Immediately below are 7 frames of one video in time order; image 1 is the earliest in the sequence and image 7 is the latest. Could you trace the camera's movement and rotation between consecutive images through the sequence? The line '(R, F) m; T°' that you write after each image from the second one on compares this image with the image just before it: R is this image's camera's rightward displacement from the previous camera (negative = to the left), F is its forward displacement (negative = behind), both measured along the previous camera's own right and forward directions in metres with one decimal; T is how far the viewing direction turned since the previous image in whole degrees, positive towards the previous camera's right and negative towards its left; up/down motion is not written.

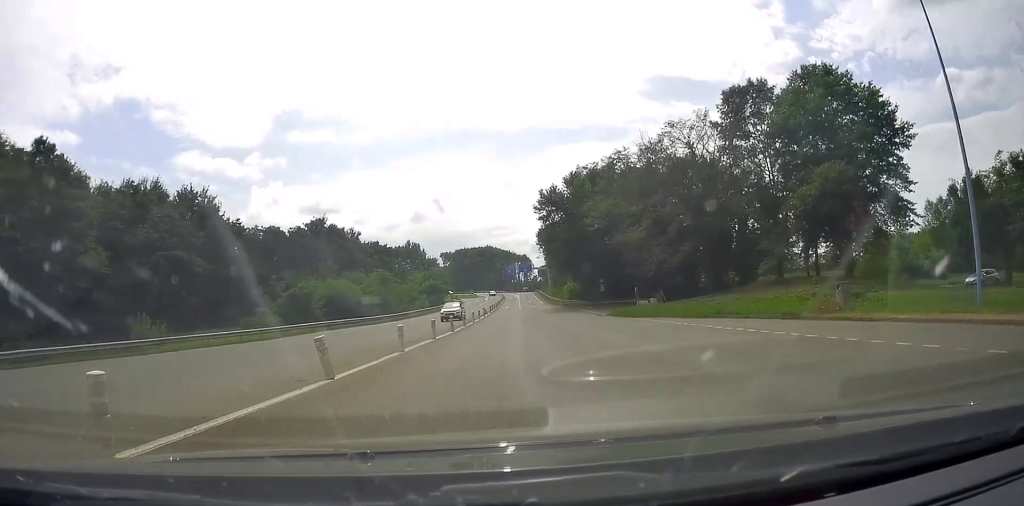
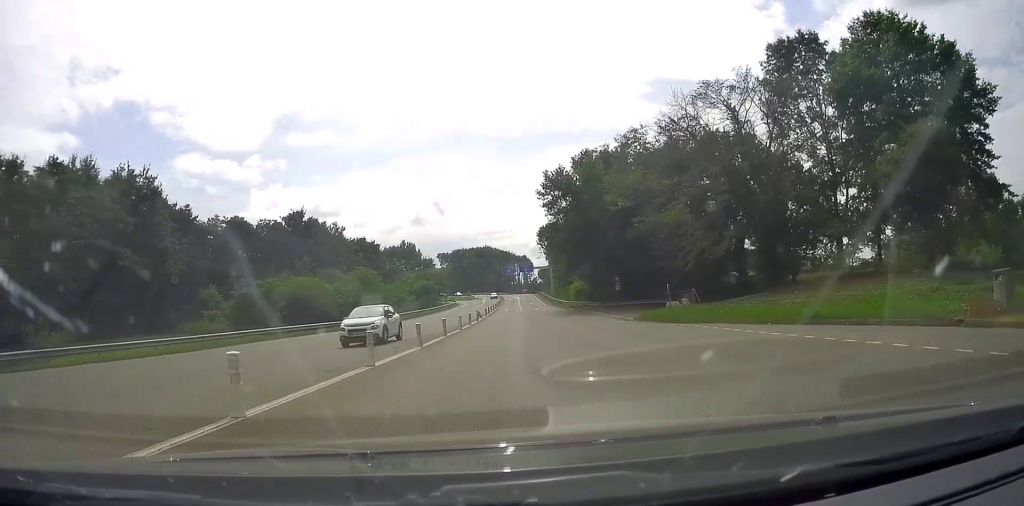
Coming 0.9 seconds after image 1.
(+0.1, +8.8) m; +1°
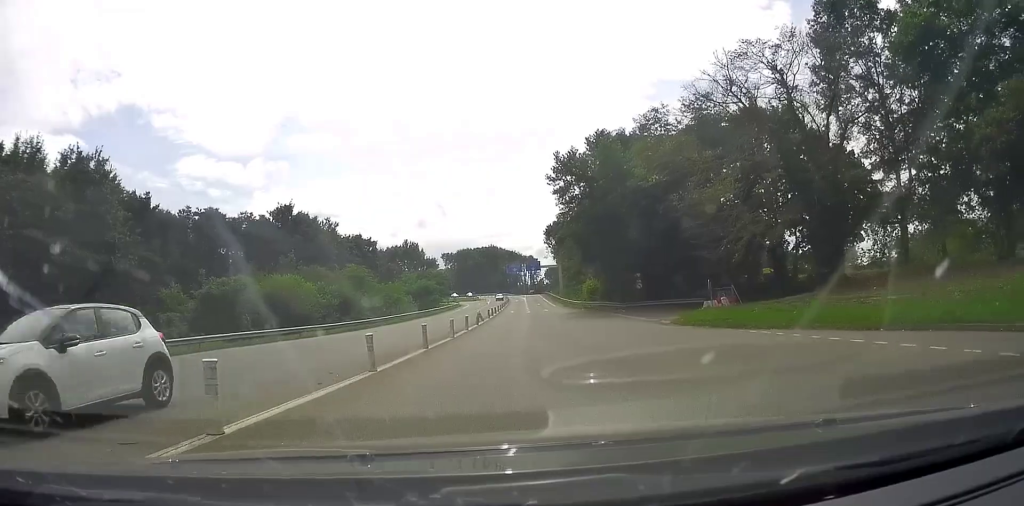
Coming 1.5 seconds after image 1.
(0.0, +6.2) m; 0°
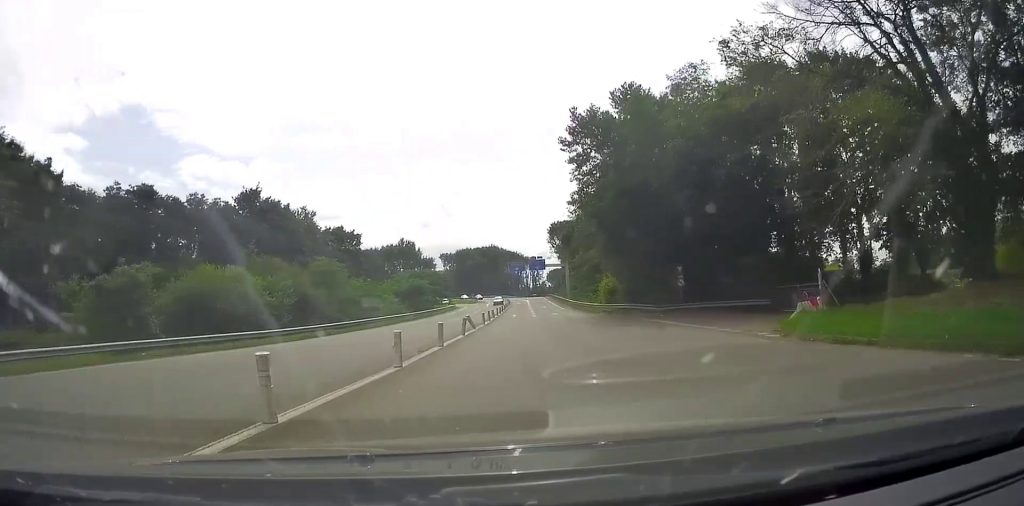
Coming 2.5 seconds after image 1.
(+0.1, +11.0) m; +1°
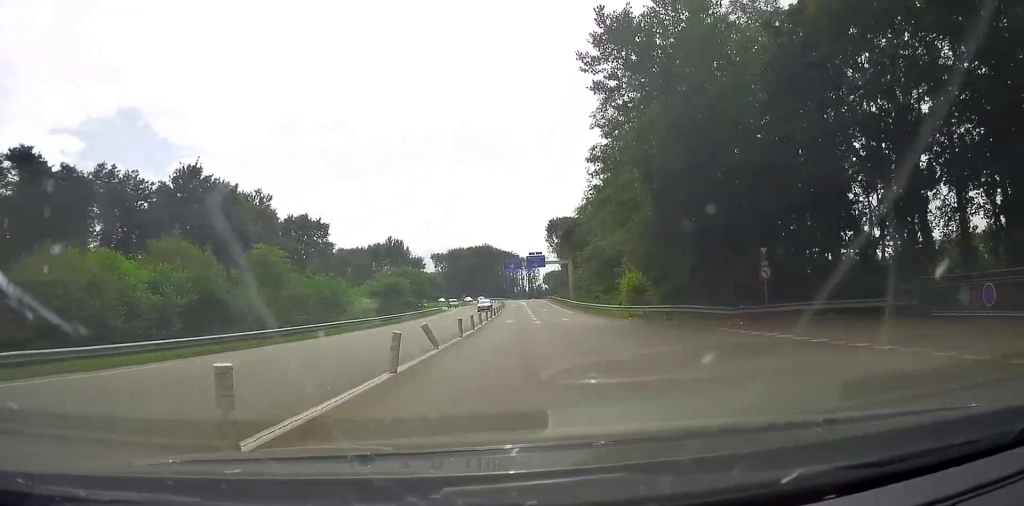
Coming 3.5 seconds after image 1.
(+0.1, +13.4) m; +2°
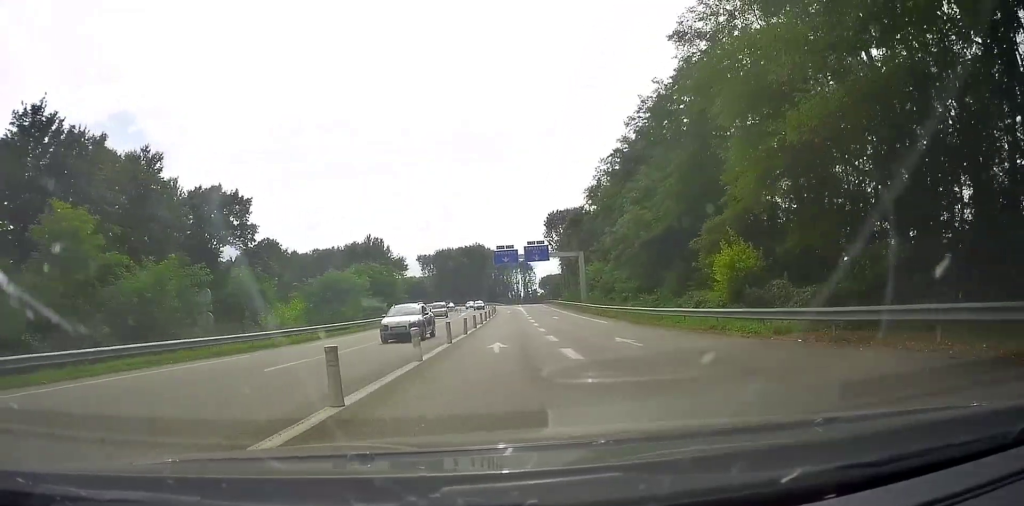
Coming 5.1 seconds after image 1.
(-0.1, +22.2) m; -2°
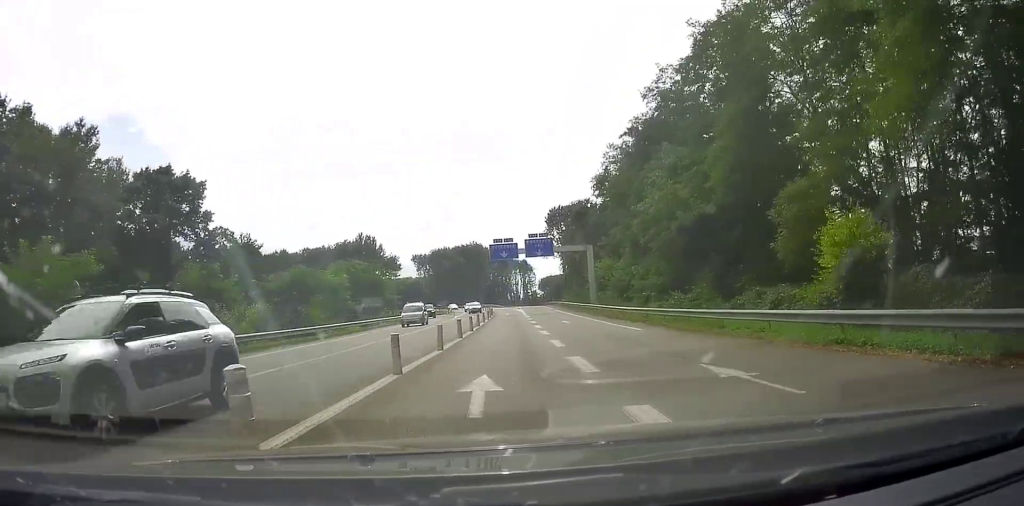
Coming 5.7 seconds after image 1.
(-0.3, +8.7) m; 0°
